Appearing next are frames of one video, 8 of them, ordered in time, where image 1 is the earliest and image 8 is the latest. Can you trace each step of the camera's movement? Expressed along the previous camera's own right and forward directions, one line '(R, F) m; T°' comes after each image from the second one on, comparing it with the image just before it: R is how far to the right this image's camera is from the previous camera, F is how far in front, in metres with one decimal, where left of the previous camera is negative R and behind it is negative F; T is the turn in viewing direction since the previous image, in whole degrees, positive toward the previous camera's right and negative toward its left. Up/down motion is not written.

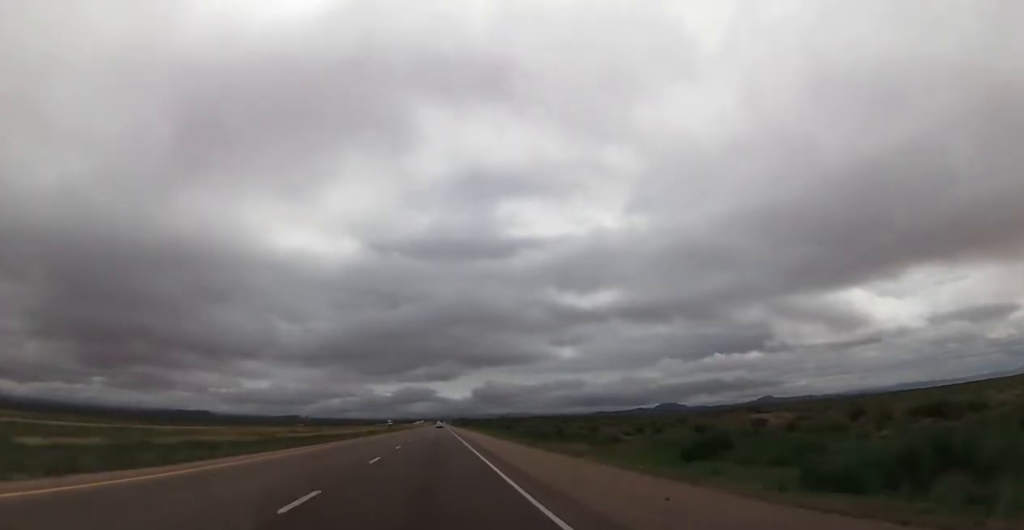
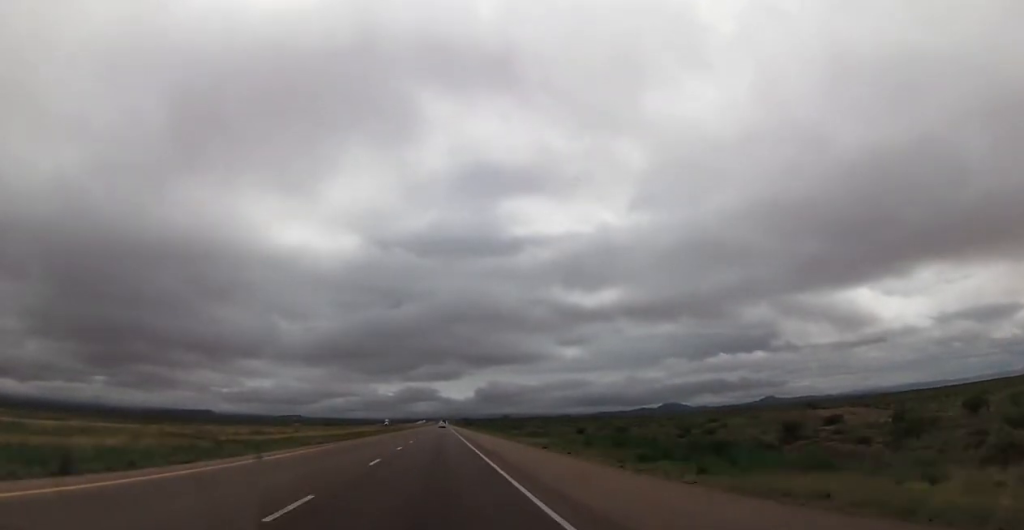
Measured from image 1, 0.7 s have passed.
(0.0, +25.3) m; 0°
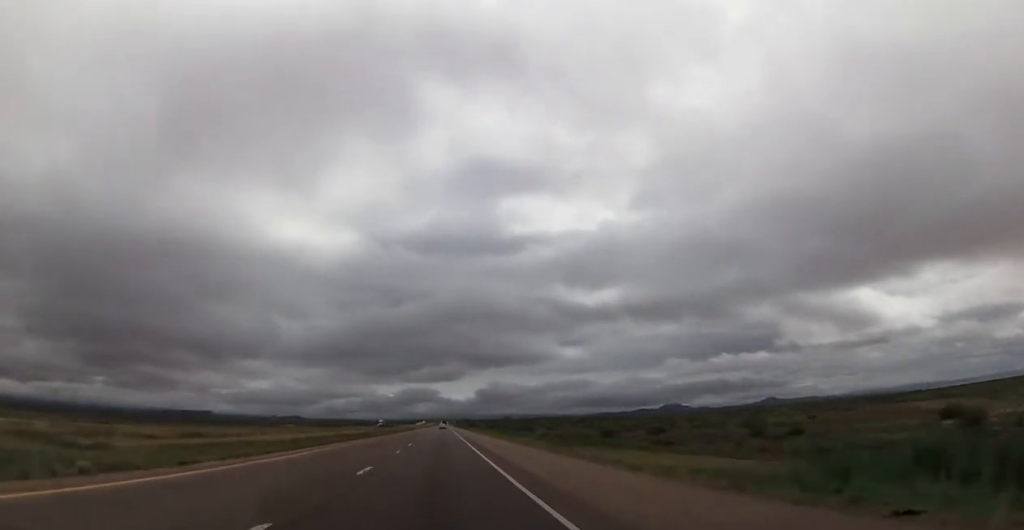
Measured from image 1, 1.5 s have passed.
(0.0, +27.5) m; 0°
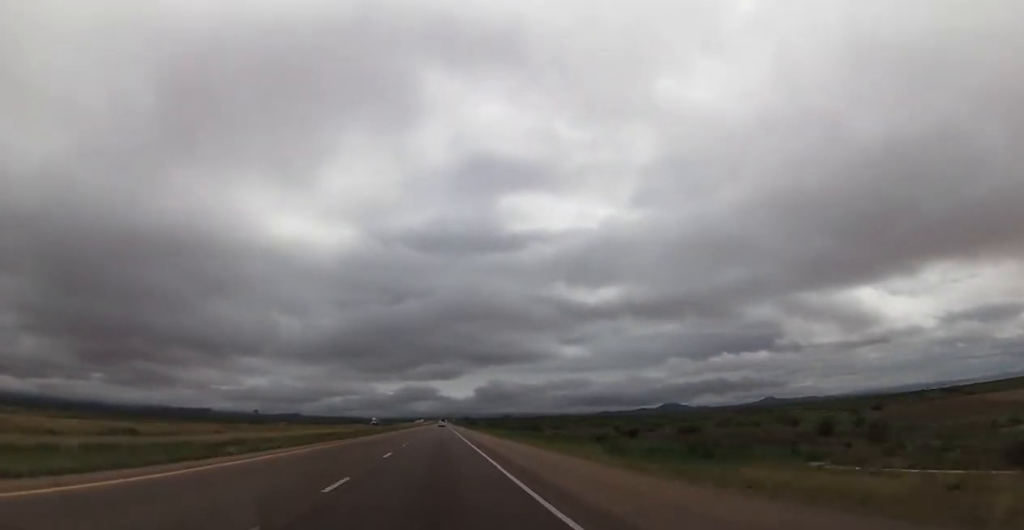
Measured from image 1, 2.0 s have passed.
(0.0, +17.2) m; 0°
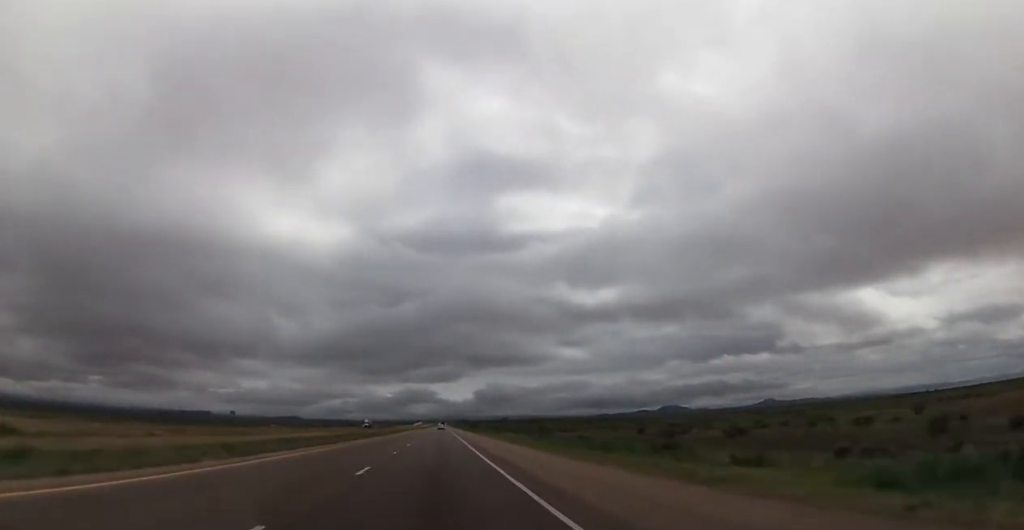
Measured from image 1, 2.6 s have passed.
(0.0, +19.5) m; 0°
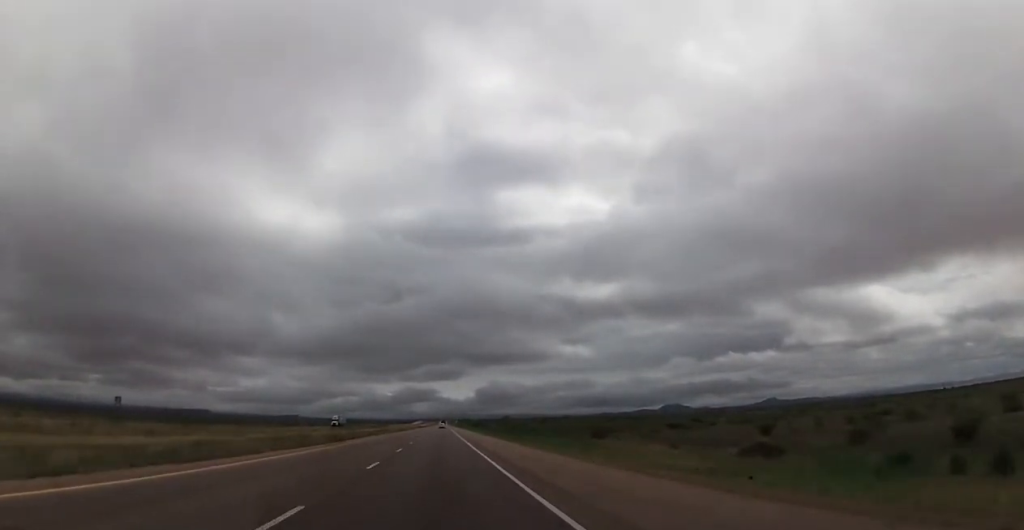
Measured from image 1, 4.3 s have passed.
(0.0, +58.8) m; 0°
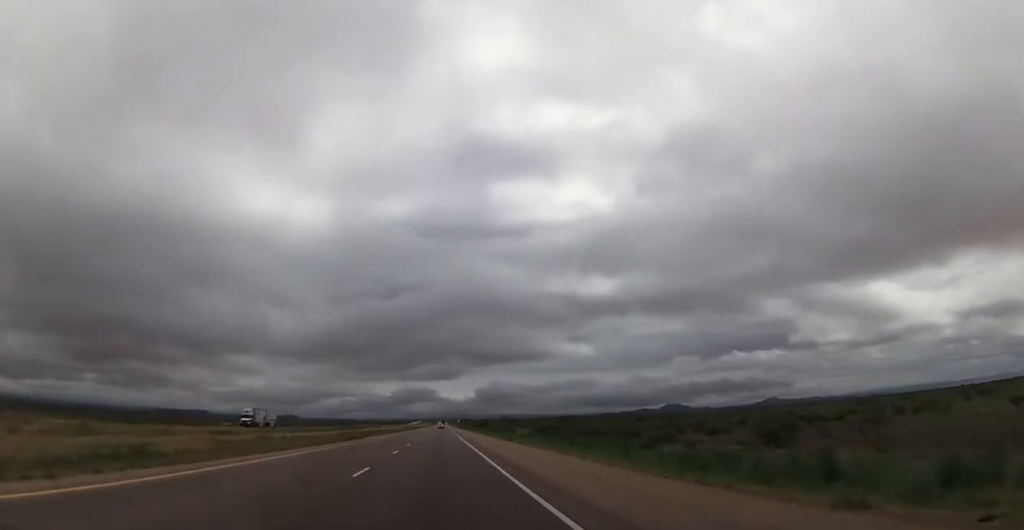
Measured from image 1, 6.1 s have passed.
(0.0, +63.6) m; 0°
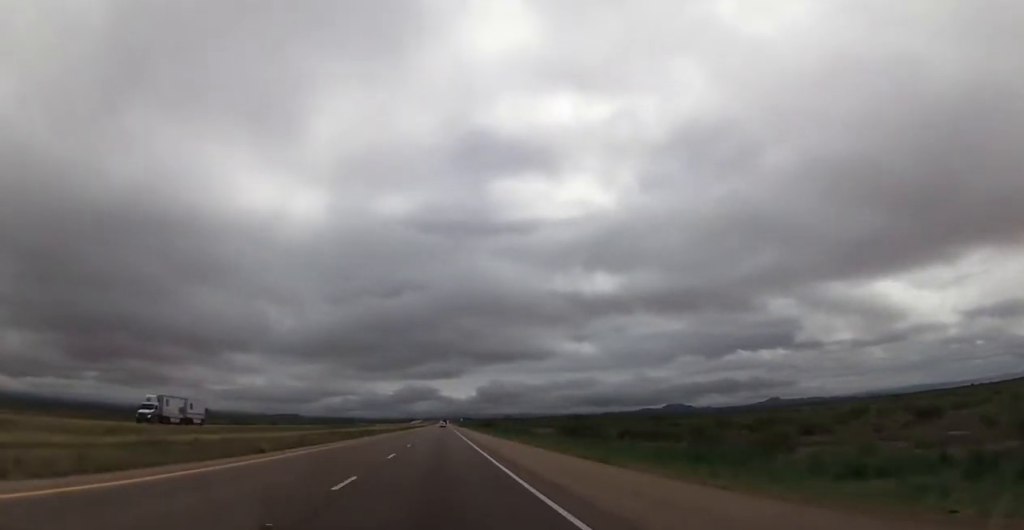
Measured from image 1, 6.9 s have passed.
(0.0, +27.8) m; 0°
